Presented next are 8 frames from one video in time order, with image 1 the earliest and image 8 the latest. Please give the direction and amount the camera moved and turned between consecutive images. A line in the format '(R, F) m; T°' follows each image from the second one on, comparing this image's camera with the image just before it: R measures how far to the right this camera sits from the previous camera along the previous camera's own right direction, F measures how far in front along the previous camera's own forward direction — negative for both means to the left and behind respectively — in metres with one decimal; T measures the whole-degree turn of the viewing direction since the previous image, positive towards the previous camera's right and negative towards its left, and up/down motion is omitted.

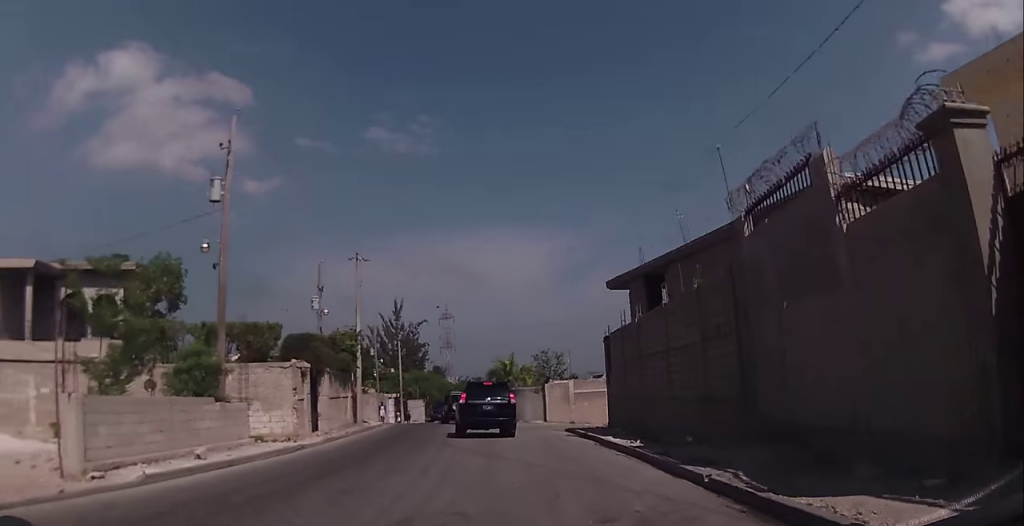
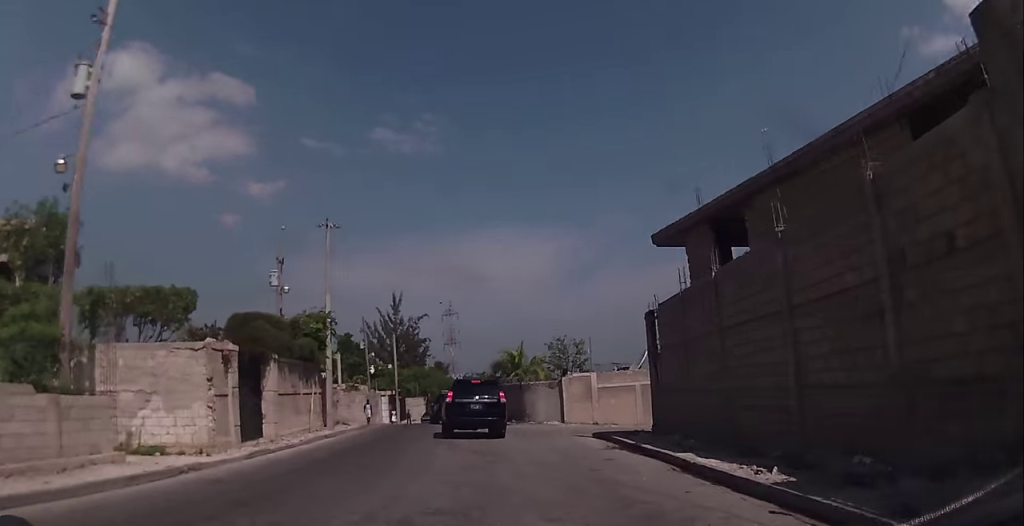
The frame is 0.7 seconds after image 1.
(-0.1, +7.7) m; -2°
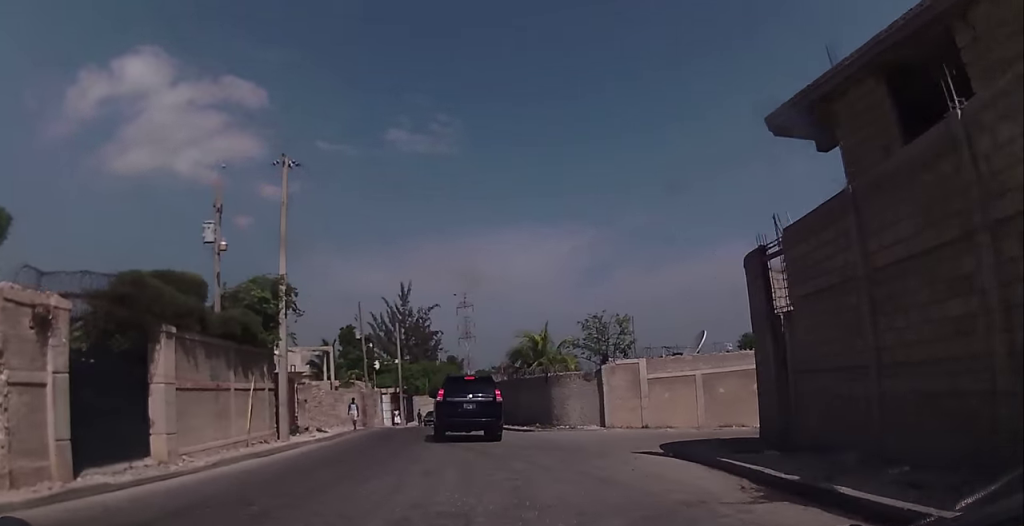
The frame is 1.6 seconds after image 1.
(-0.3, +8.4) m; 0°
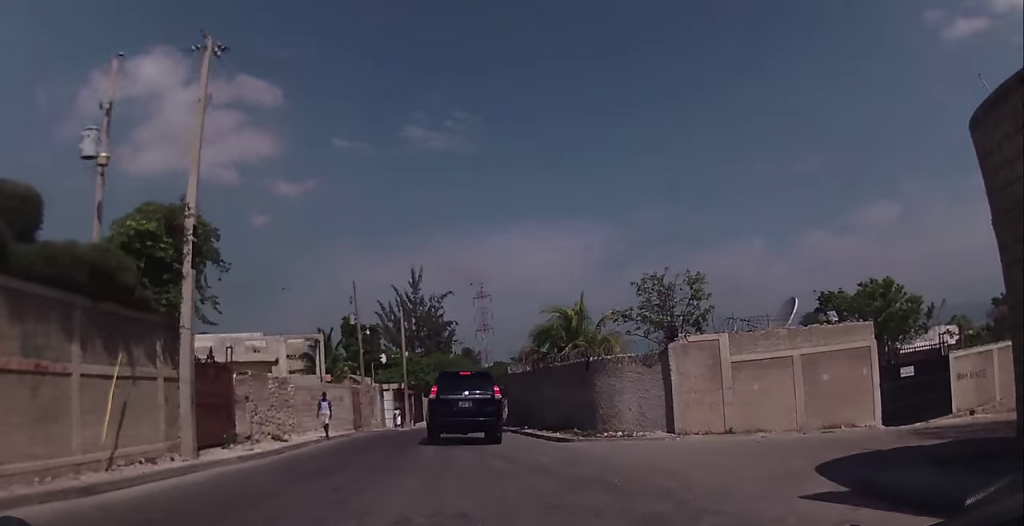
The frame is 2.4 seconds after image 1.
(+0.3, +8.0) m; +2°
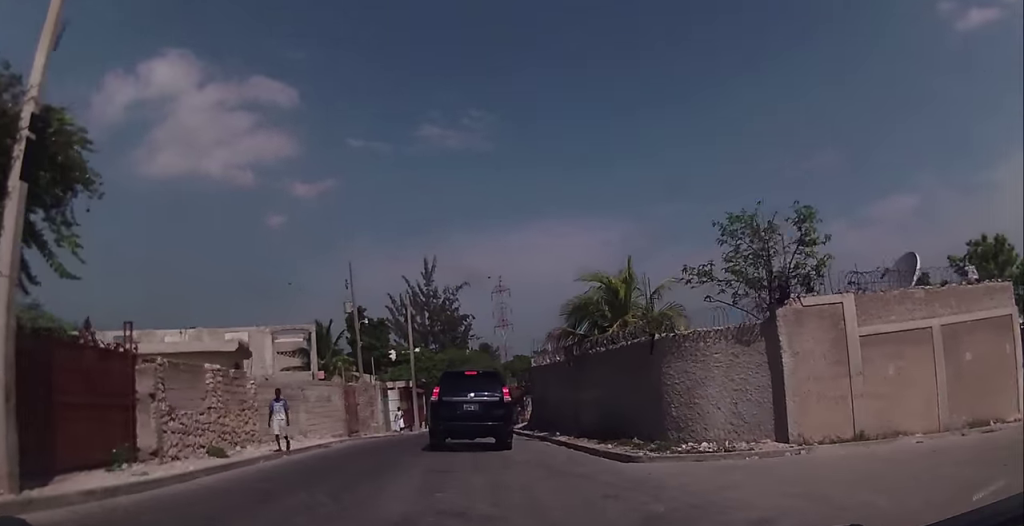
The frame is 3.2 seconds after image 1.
(0.0, +6.4) m; -3°
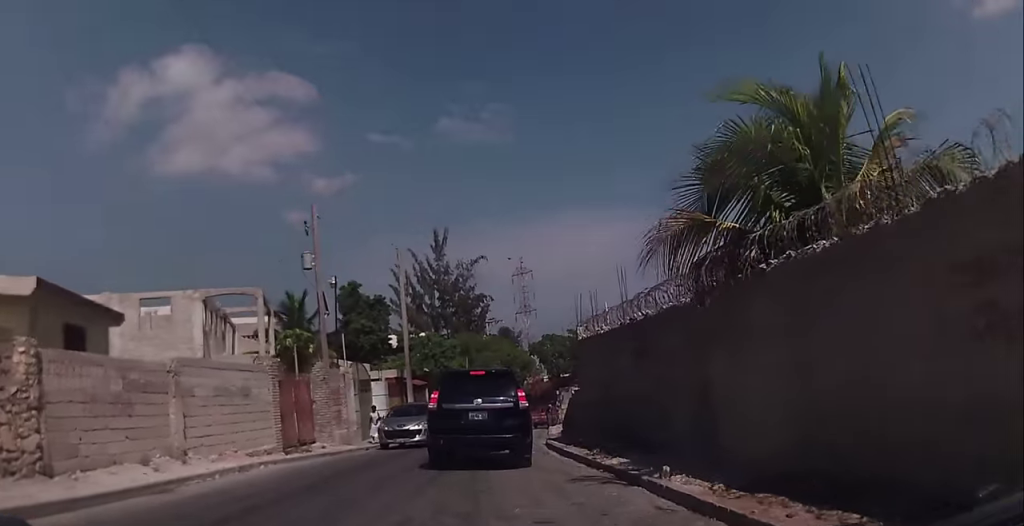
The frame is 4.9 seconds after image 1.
(-0.7, +11.9) m; -2°
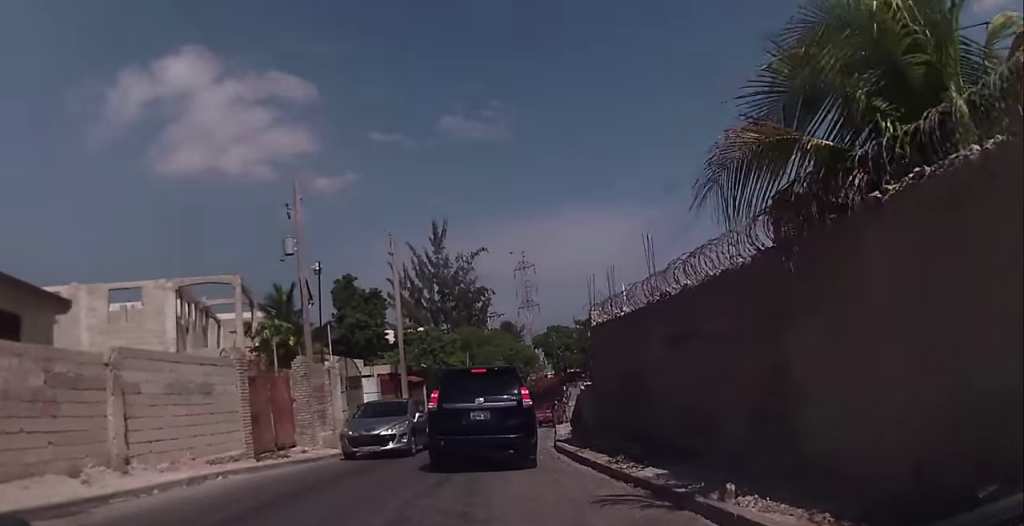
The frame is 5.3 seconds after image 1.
(+0.2, +2.6) m; +1°
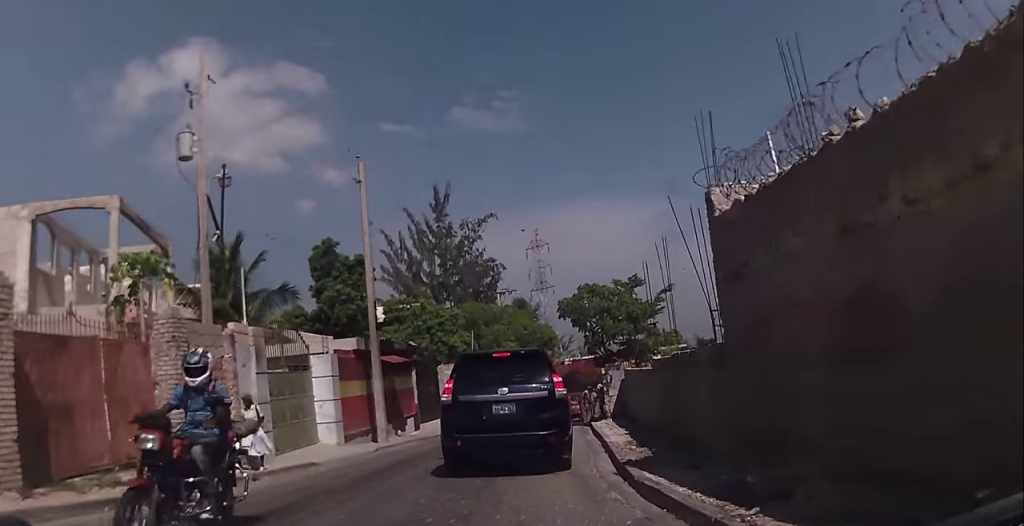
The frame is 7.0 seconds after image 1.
(-0.3, +9.2) m; -3°
